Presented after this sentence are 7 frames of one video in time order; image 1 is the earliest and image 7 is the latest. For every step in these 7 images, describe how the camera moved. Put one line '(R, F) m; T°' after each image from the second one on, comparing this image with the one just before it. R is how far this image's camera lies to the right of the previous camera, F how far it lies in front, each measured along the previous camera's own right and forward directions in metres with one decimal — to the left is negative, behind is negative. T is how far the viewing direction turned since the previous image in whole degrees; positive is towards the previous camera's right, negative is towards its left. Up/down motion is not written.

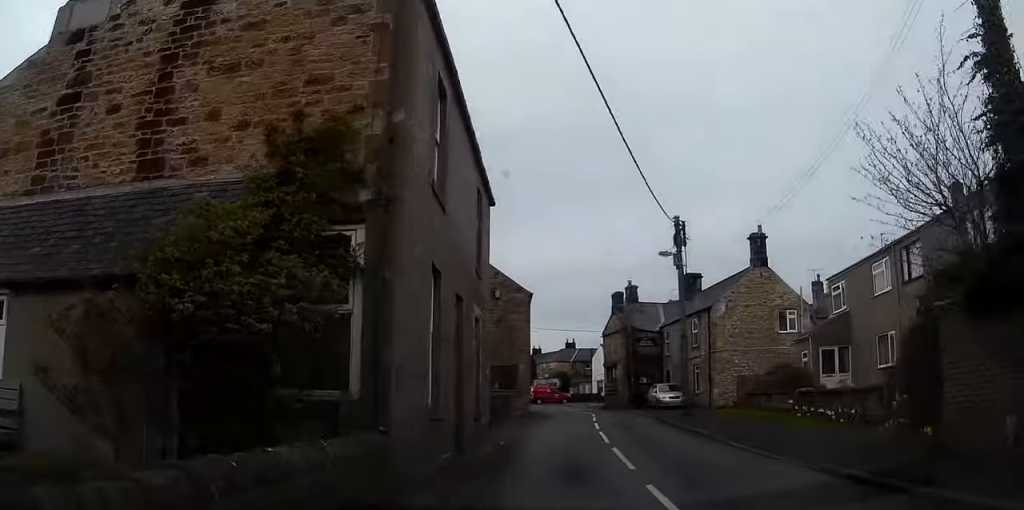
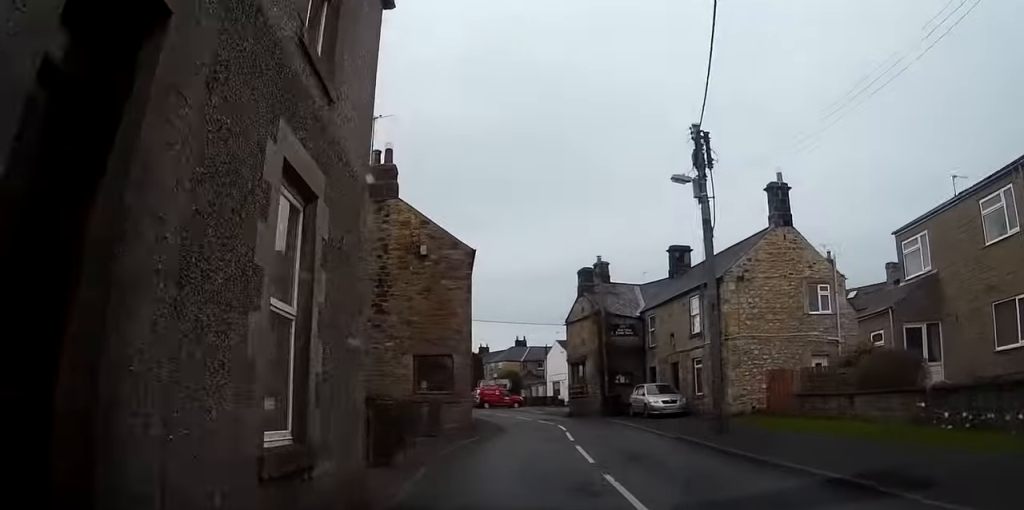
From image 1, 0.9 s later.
(+0.1, +11.2) m; +3°
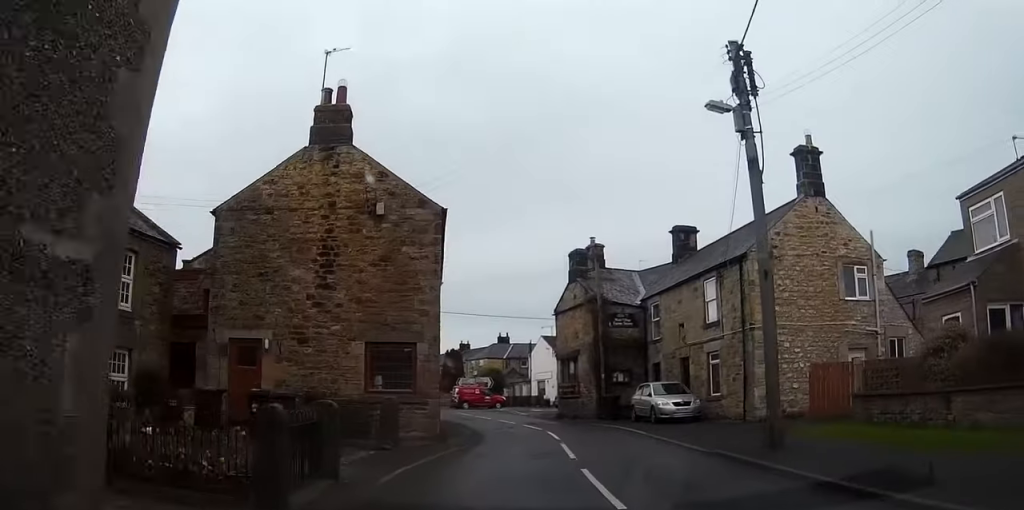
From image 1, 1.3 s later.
(+0.1, +5.2) m; +1°
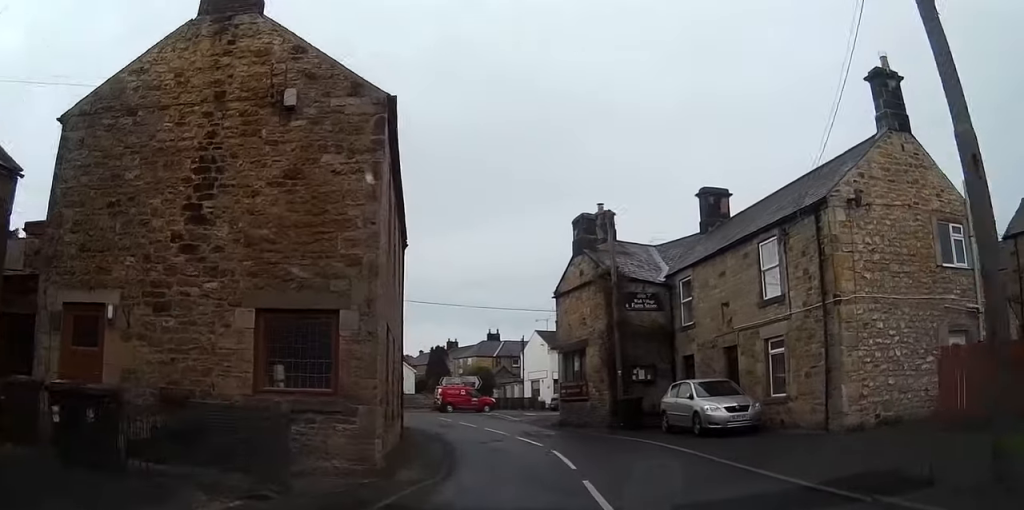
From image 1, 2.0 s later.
(+0.3, +7.5) m; +2°
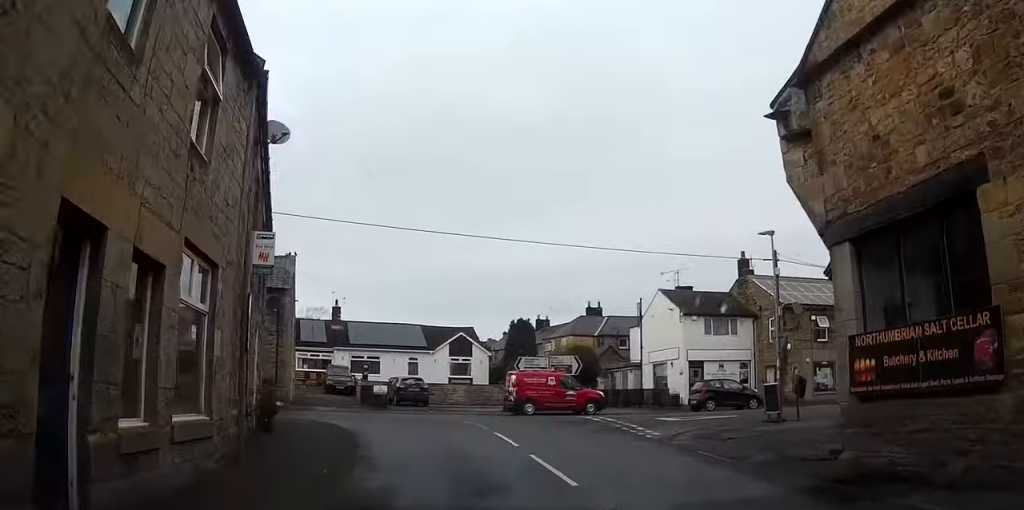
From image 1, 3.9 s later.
(-0.7, +21.3) m; -9°
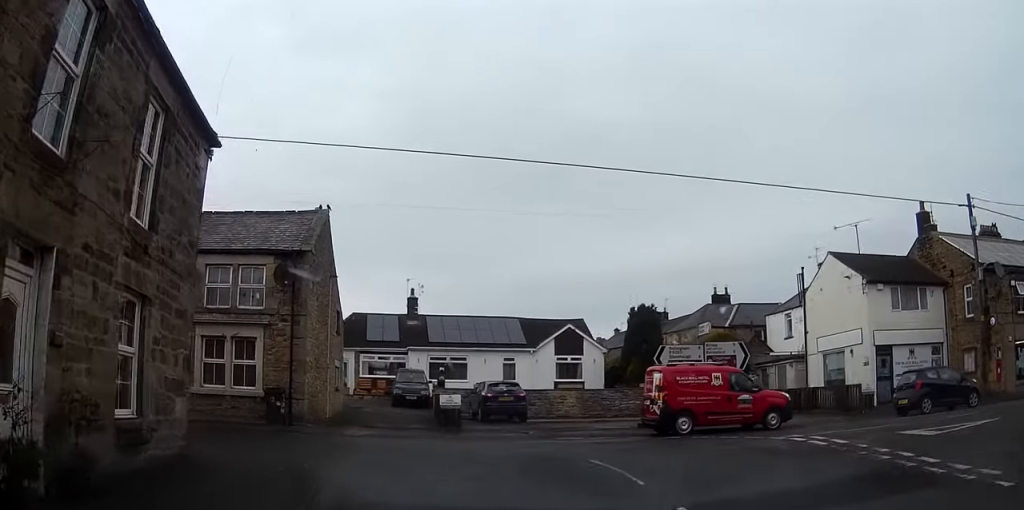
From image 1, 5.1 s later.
(-1.1, +11.9) m; -10°
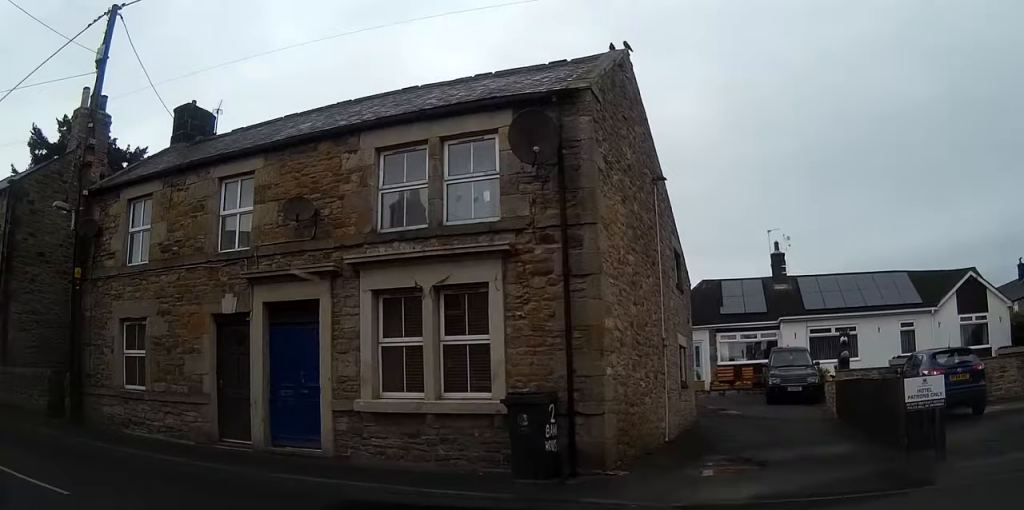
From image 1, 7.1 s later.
(-1.8, +13.2) m; -32°
